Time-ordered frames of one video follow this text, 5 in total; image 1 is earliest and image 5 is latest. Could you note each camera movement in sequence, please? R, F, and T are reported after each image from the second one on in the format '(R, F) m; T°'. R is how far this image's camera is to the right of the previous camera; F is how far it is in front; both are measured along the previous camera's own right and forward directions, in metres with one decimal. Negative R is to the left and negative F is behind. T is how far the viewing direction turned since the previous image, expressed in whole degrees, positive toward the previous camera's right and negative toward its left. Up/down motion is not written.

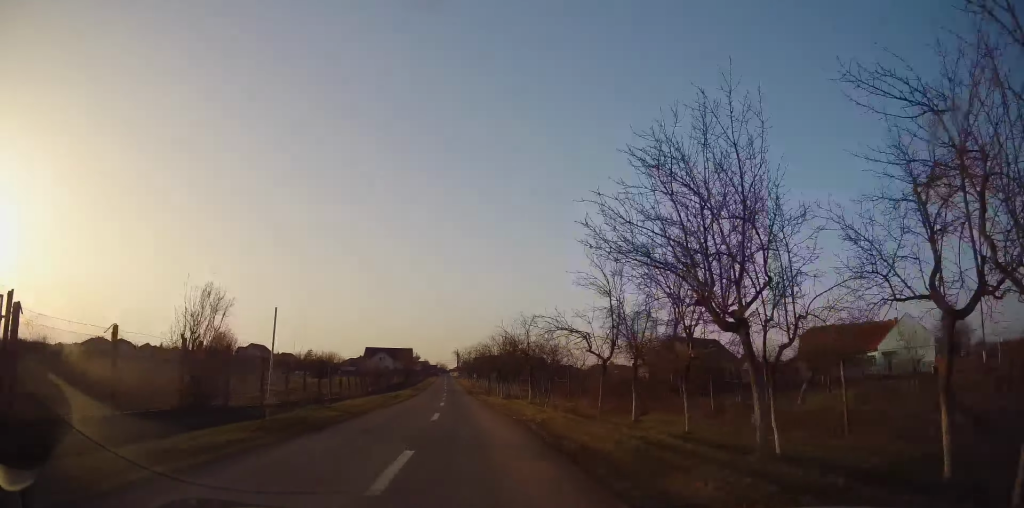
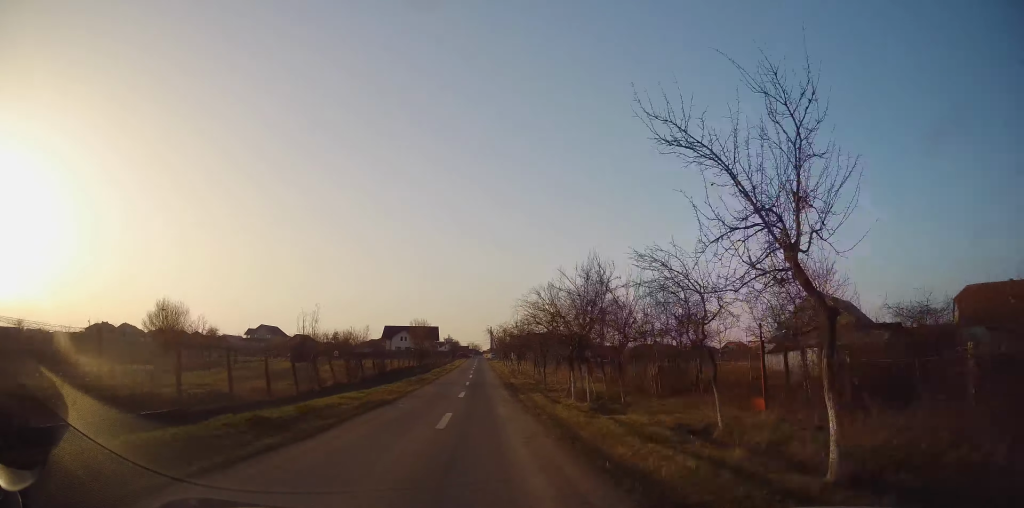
(0.0, +19.1) m; -1°
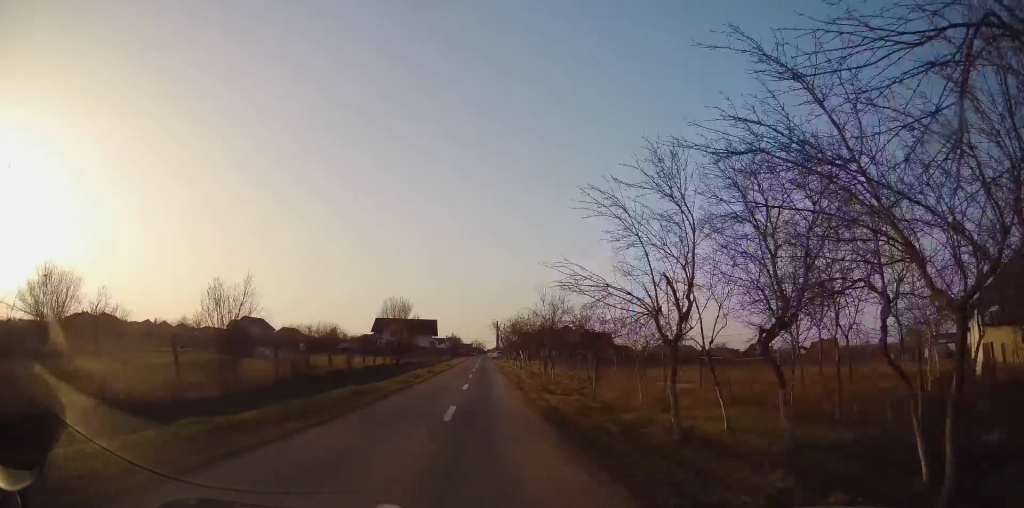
(-0.5, +16.0) m; -1°
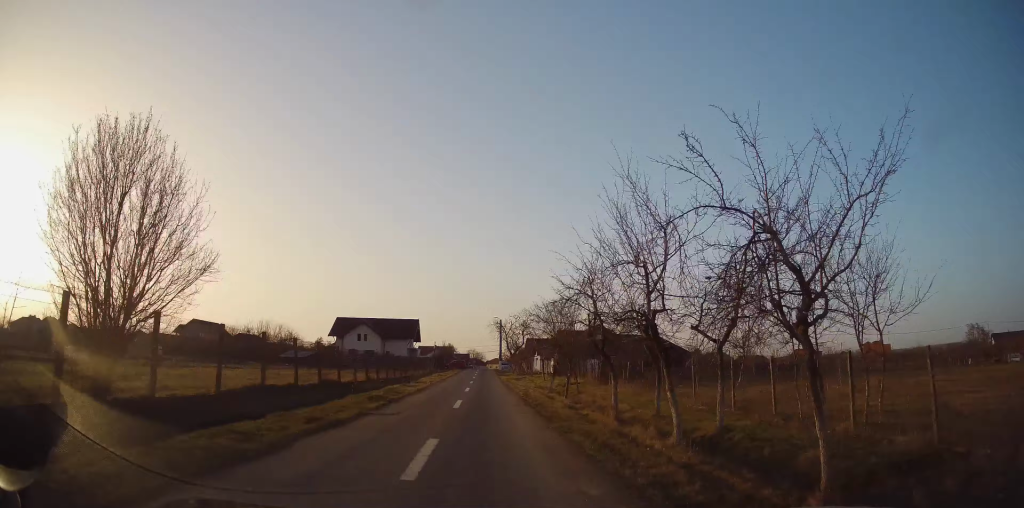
(0.0, +32.2) m; -1°
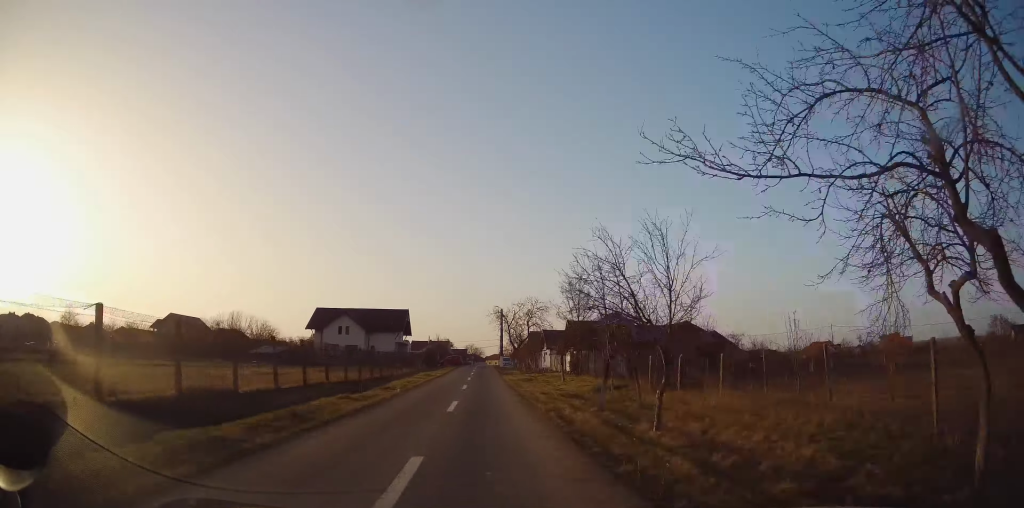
(0.0, +11.0) m; 0°
